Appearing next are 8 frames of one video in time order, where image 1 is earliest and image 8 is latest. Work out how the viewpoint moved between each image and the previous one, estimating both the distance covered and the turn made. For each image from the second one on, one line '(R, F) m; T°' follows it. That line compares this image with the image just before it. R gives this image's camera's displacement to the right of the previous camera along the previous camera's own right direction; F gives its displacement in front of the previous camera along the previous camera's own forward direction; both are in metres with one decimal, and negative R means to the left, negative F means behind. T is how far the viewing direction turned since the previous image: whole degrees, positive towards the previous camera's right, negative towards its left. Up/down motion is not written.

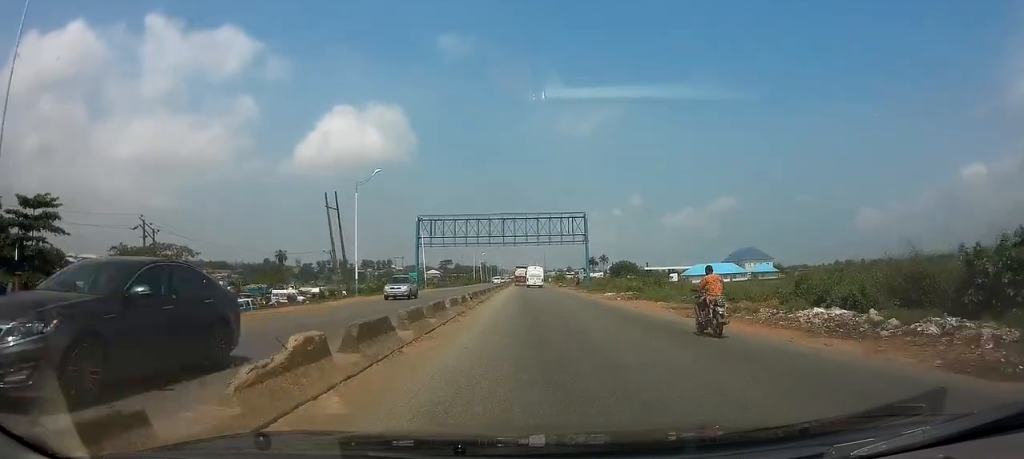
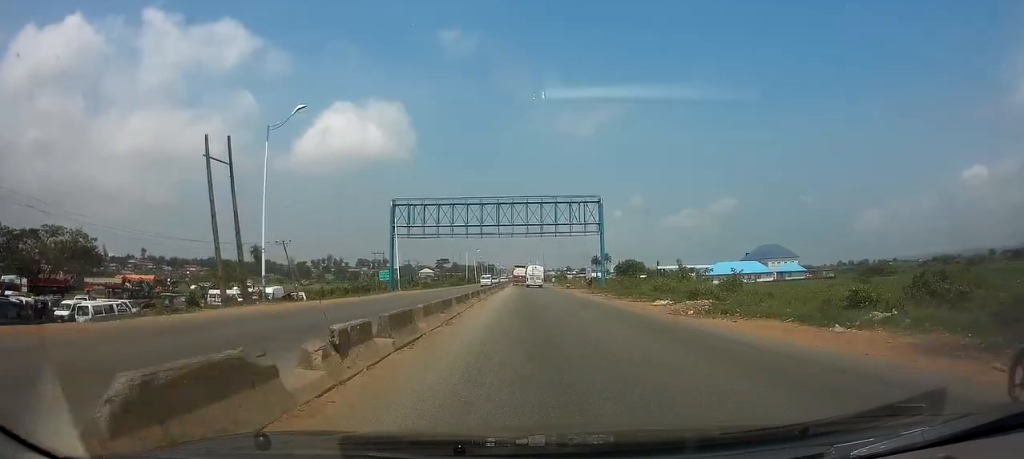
(0.0, +19.6) m; 0°
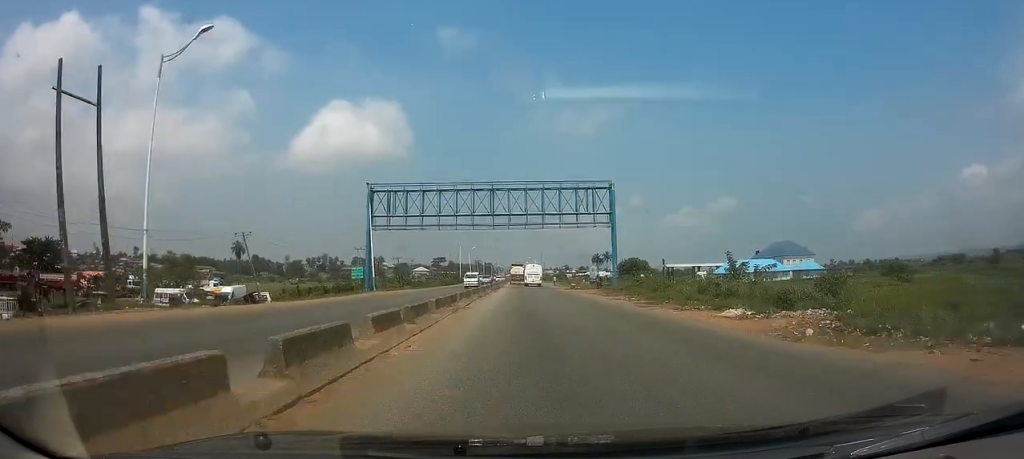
(0.0, +11.6) m; 0°
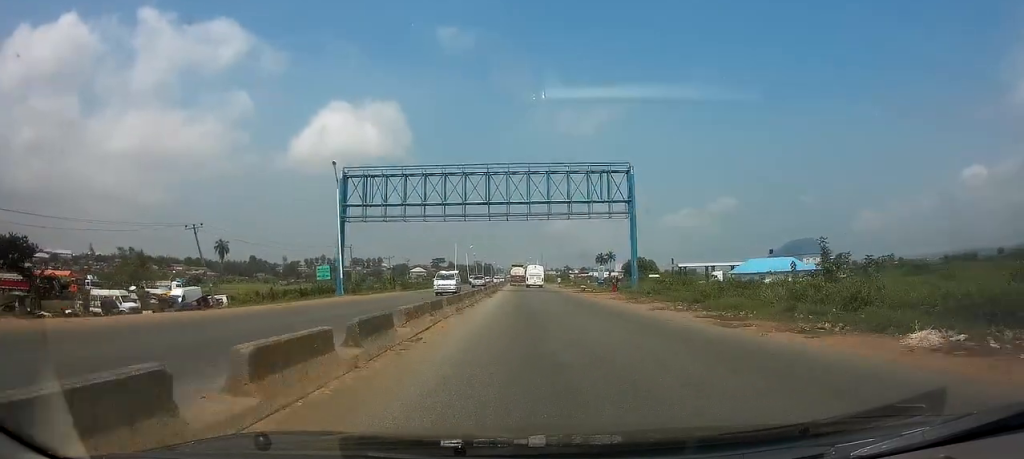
(0.0, +11.5) m; 0°
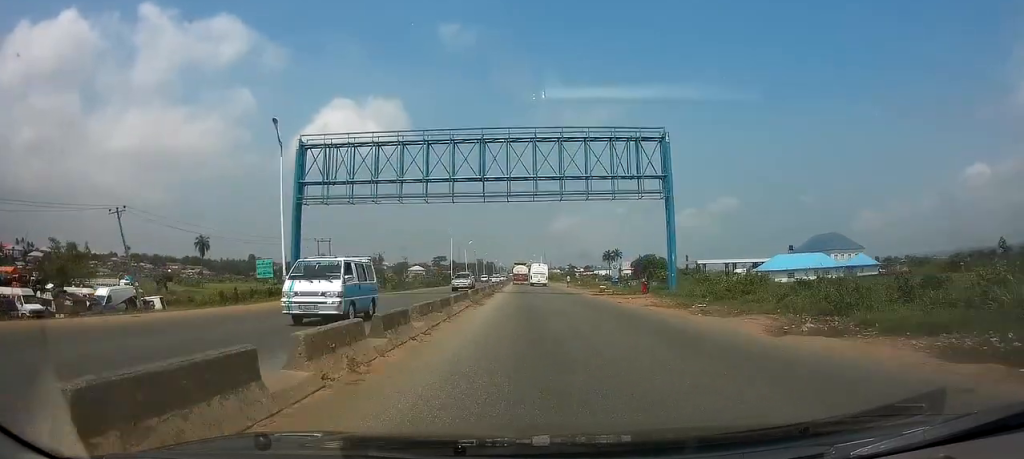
(0.0, +12.8) m; 0°
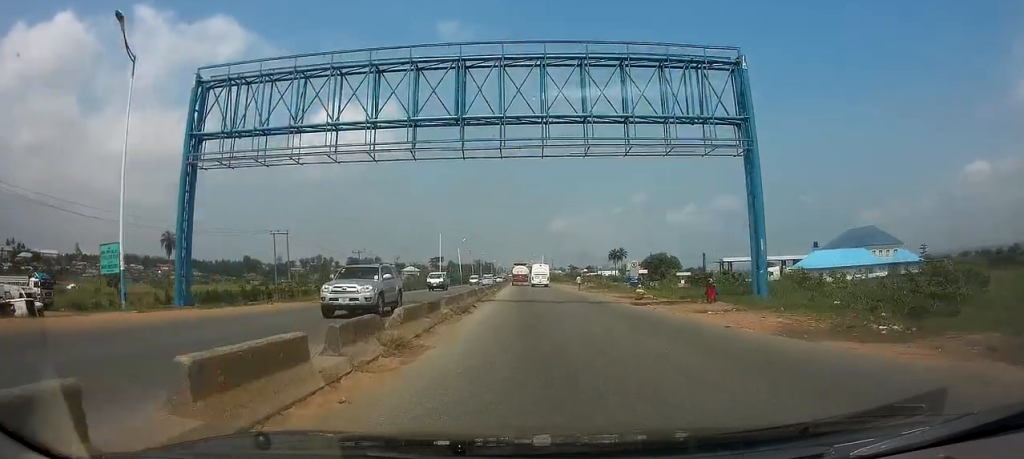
(0.0, +17.1) m; 0°
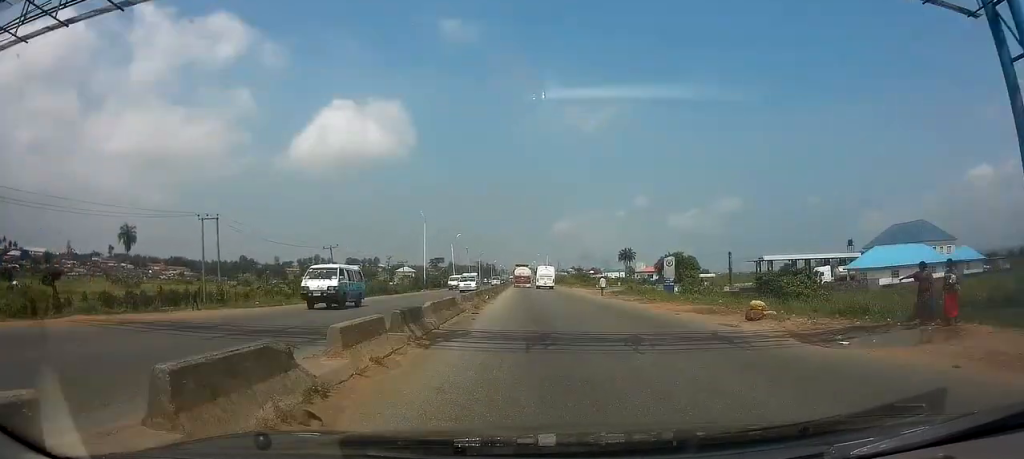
(0.0, +18.6) m; 0°
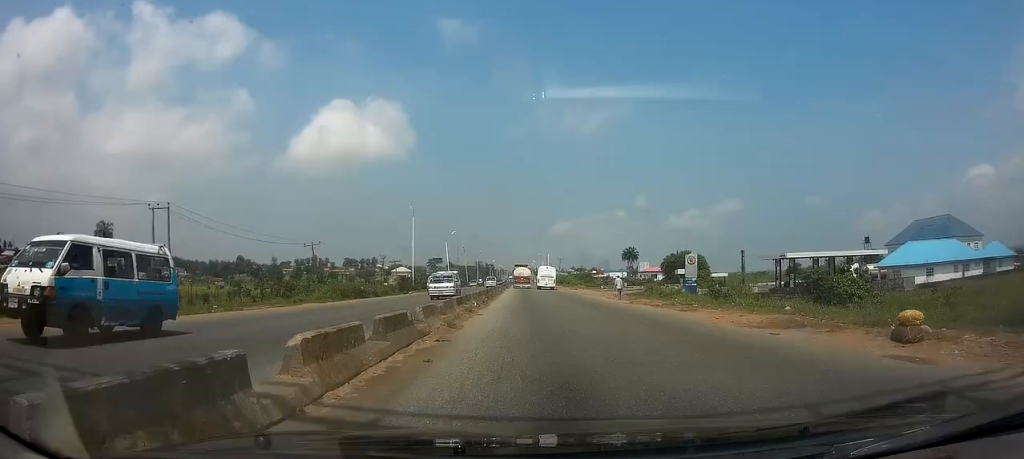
(0.0, +8.2) m; 0°
